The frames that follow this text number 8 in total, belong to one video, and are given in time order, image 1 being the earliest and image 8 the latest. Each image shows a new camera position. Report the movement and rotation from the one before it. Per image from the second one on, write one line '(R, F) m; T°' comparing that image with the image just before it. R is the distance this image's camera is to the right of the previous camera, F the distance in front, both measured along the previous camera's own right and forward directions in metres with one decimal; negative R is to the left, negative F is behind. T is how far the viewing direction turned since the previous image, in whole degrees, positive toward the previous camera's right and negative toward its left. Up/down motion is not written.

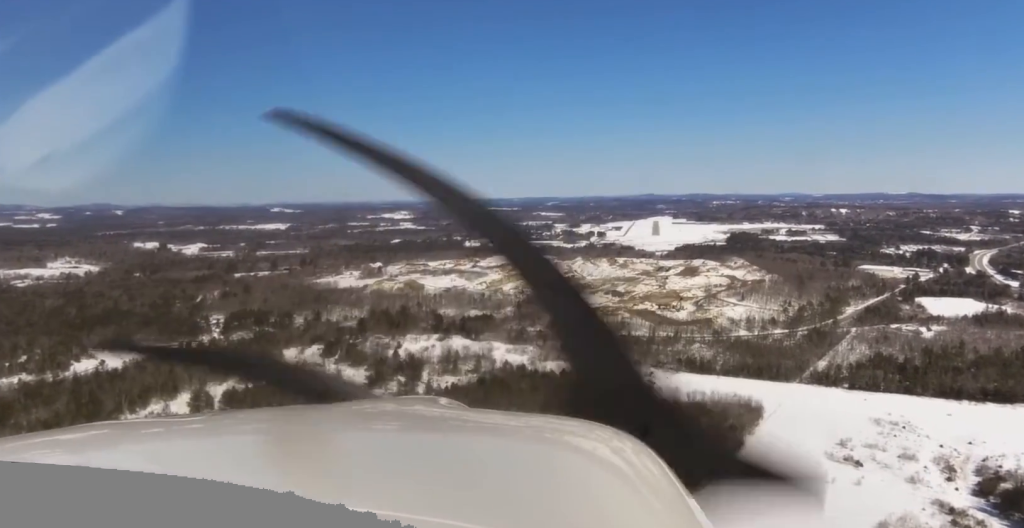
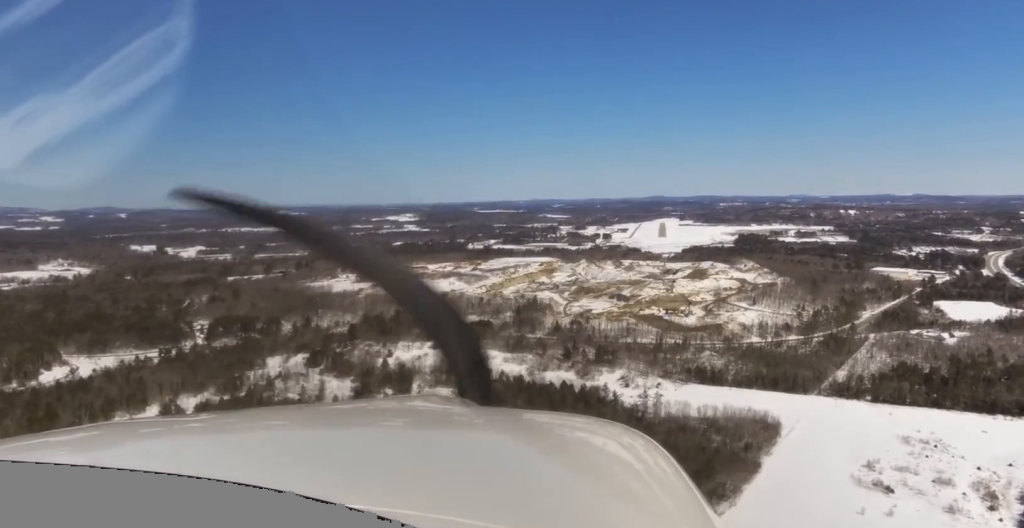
(0.0, +47.9) m; +1°
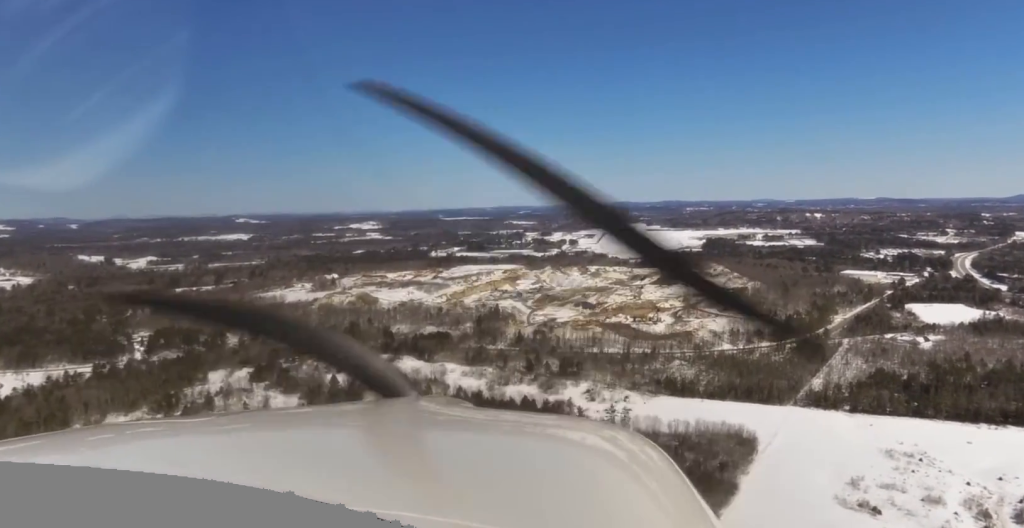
(+0.6, +36.4) m; -1°
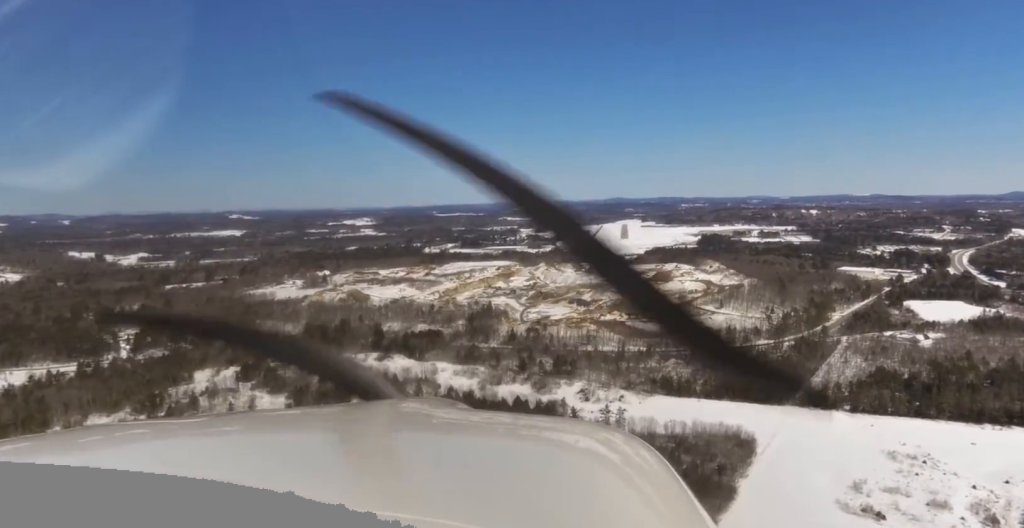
(-0.5, +14.6) m; 0°
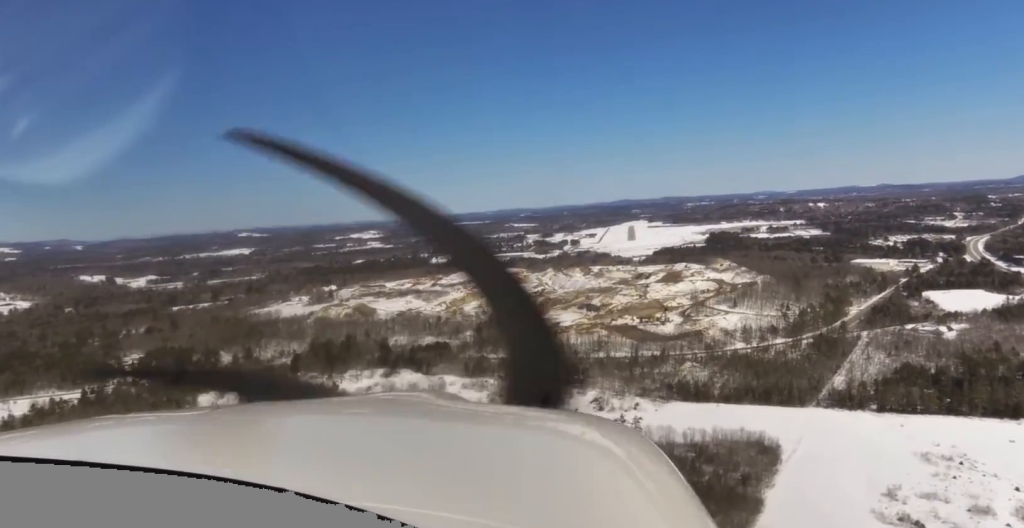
(-0.8, +19.5) m; -1°
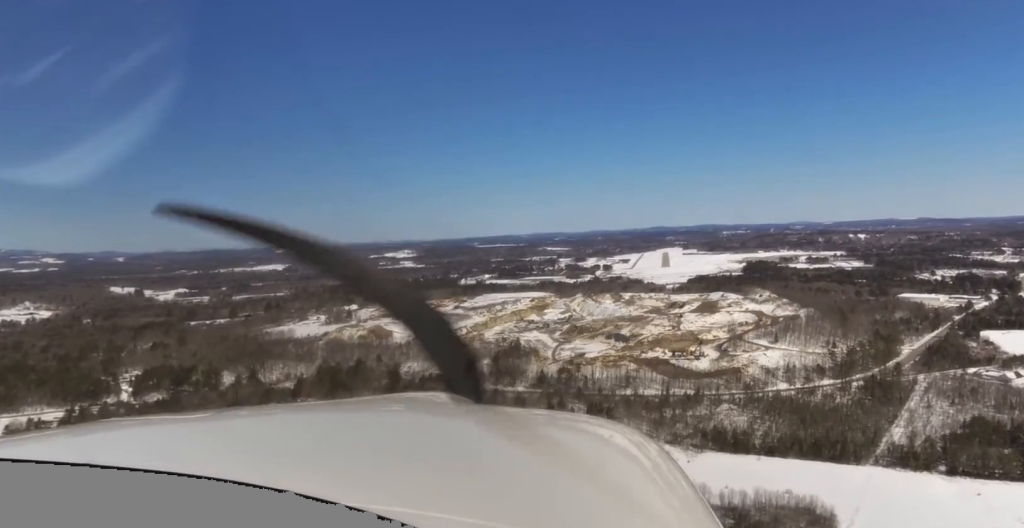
(+1.4, +65.4) m; +1°
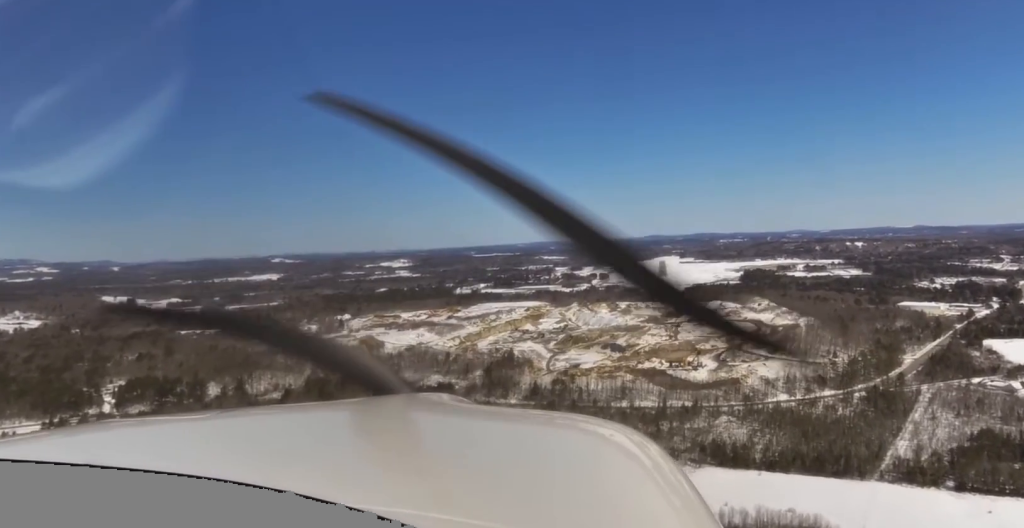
(0.0, +18.6) m; 0°
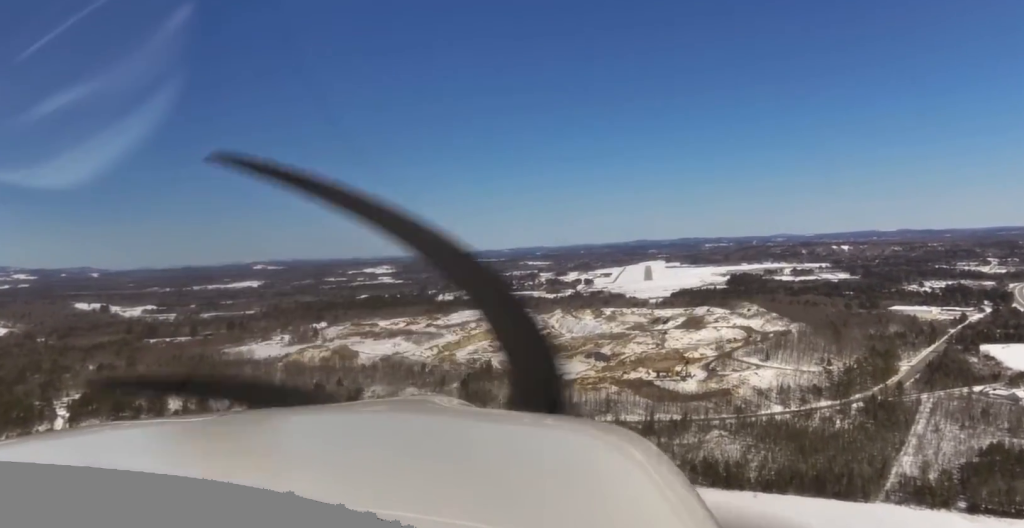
(-0.3, +38.3) m; -1°
